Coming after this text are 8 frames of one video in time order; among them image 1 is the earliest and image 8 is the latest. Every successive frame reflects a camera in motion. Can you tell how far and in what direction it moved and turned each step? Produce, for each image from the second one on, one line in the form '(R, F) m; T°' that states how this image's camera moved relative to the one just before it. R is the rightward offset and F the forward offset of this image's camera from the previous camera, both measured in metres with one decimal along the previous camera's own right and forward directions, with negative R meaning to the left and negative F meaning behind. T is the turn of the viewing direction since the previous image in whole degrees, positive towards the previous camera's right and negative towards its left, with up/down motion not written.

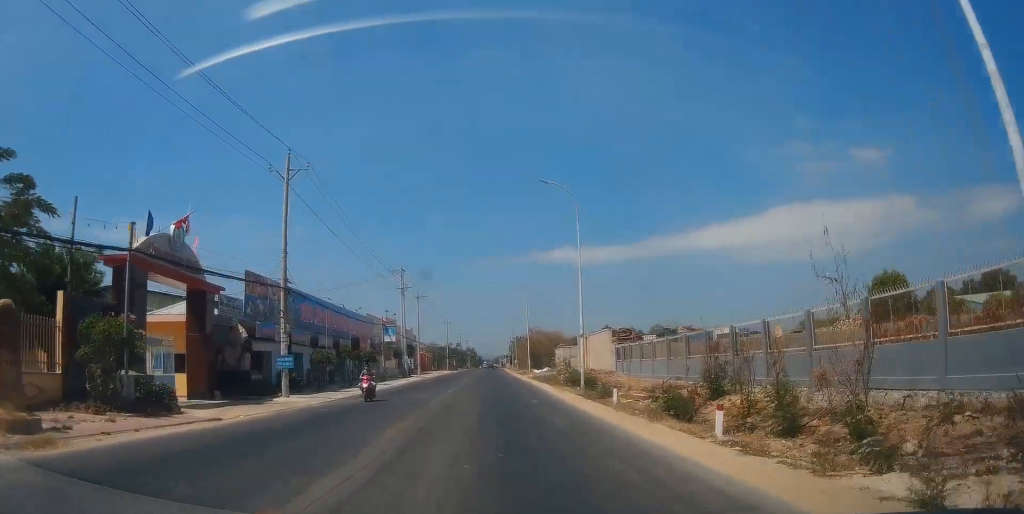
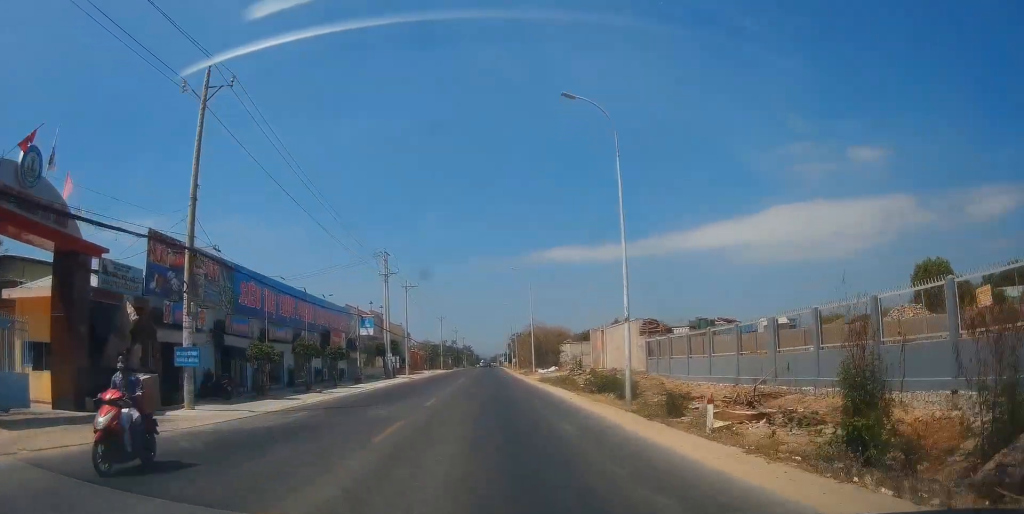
(+0.2, +10.2) m; 0°
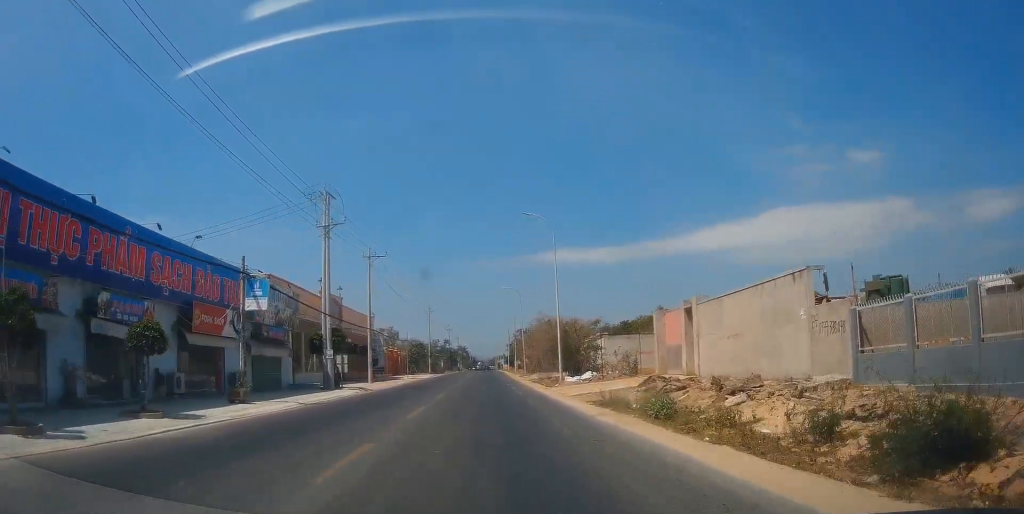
(-0.1, +23.3) m; +1°
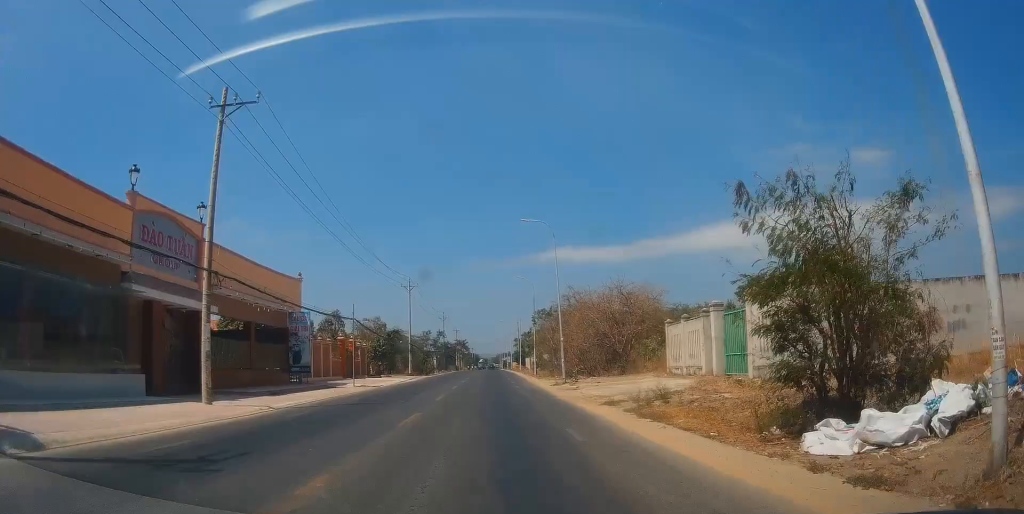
(0.0, +33.5) m; 0°
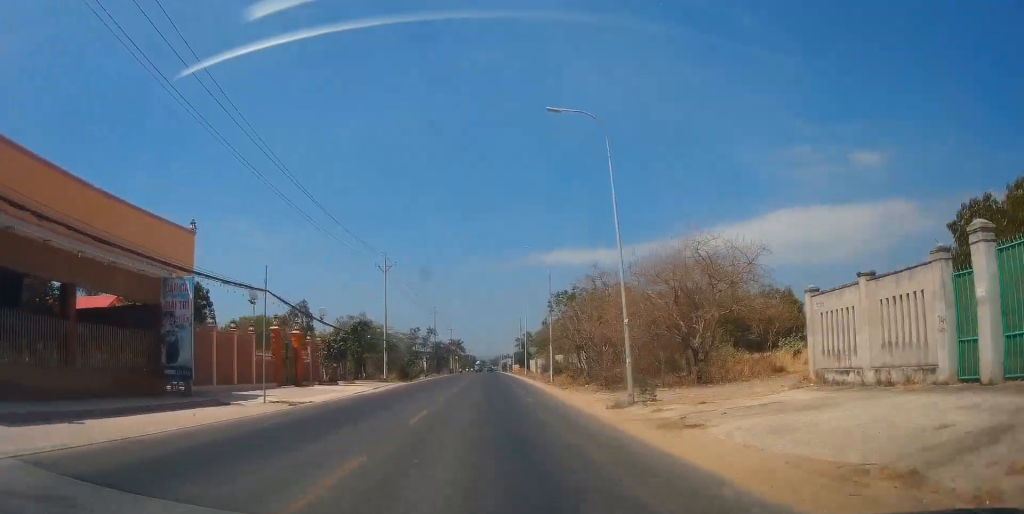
(+0.2, +18.0) m; +1°
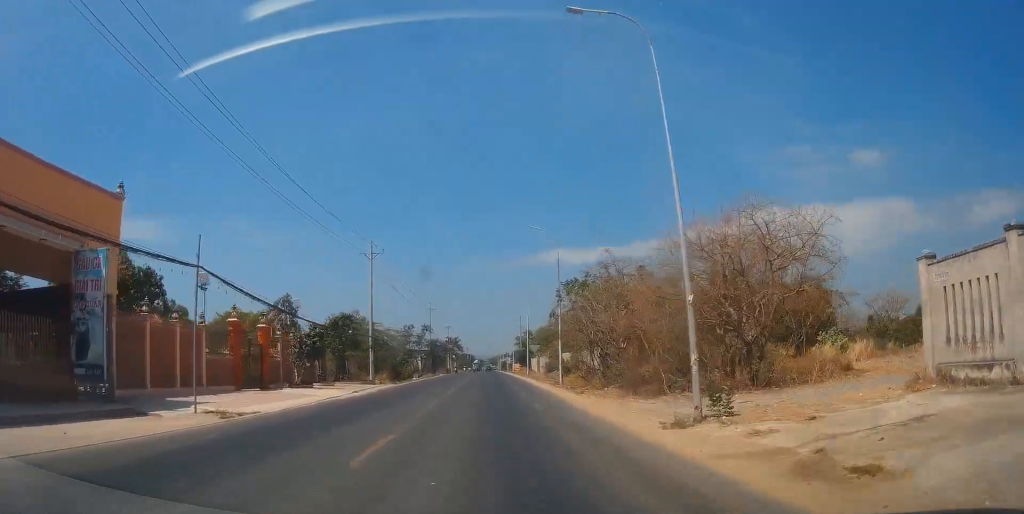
(0.0, +6.8) m; -1°
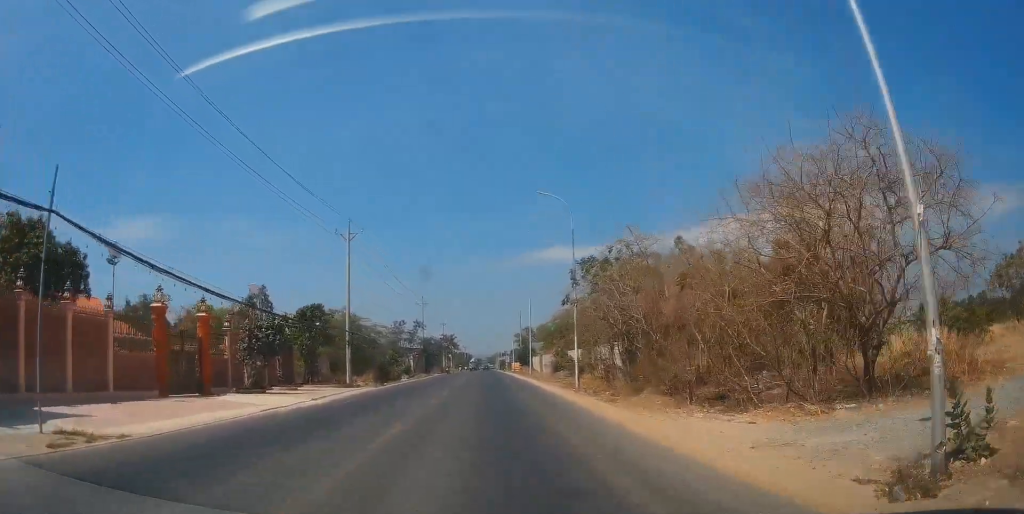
(+0.1, +8.3) m; -1°
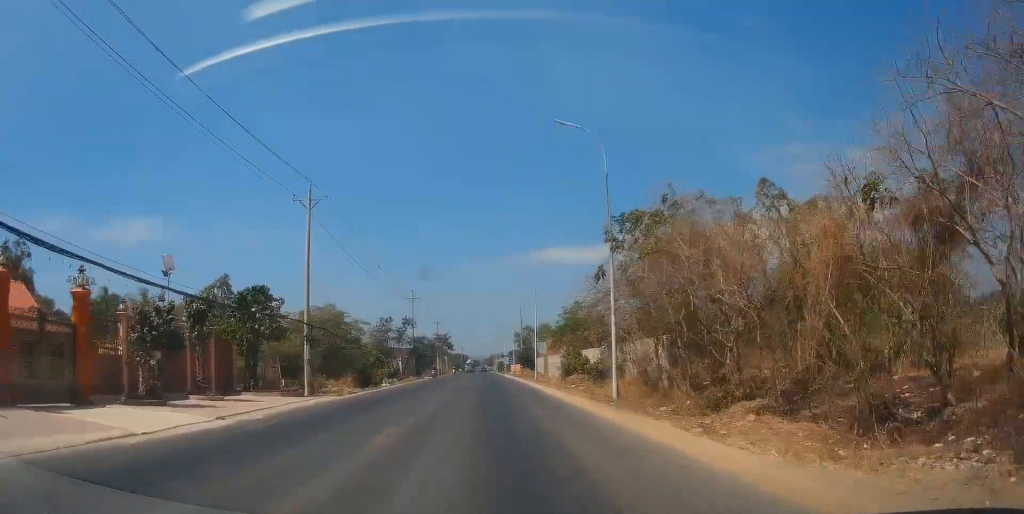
(-0.3, +10.3) m; 0°
